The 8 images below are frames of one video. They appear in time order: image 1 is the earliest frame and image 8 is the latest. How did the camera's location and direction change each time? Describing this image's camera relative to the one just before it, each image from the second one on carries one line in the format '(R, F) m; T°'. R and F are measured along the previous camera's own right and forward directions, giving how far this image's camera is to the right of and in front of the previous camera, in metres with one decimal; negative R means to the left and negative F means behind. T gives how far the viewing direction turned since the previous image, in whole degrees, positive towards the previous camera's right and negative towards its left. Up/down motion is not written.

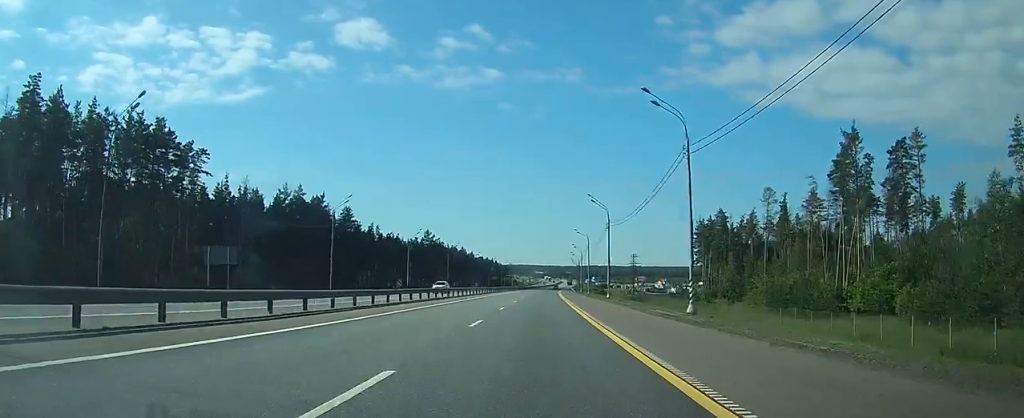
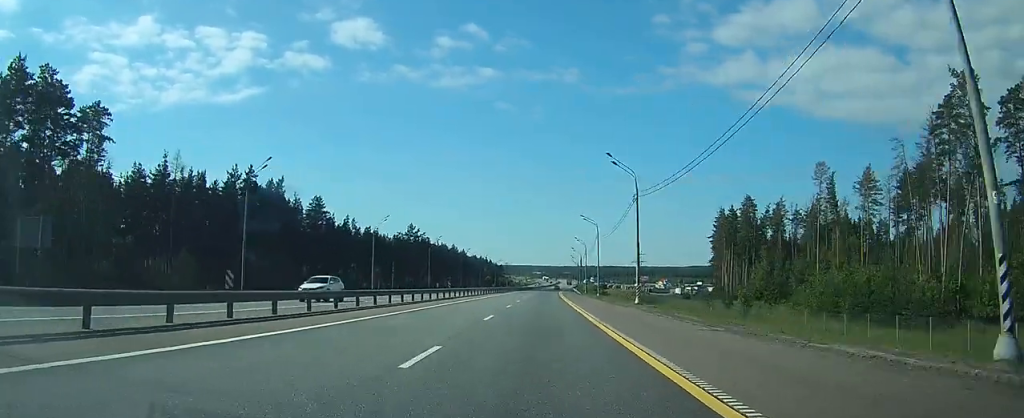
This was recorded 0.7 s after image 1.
(0.0, +20.8) m; 0°
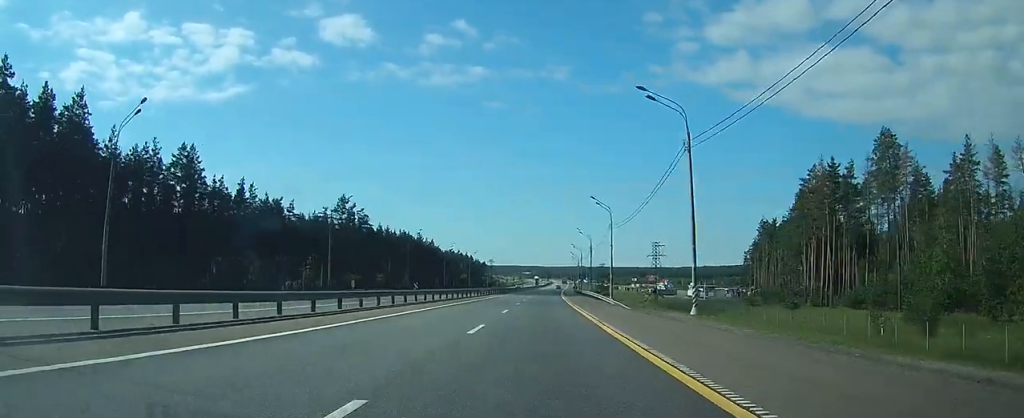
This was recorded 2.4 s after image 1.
(+0.6, +54.0) m; +1°
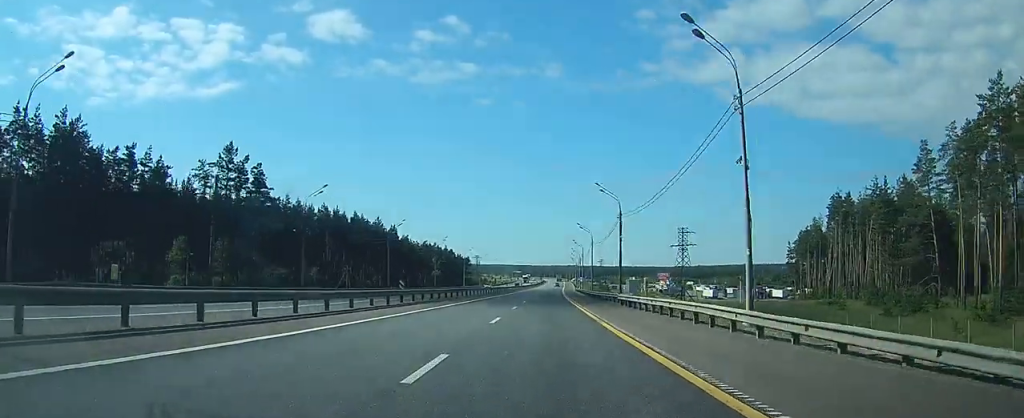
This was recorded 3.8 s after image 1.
(+0.2, +44.6) m; +1°
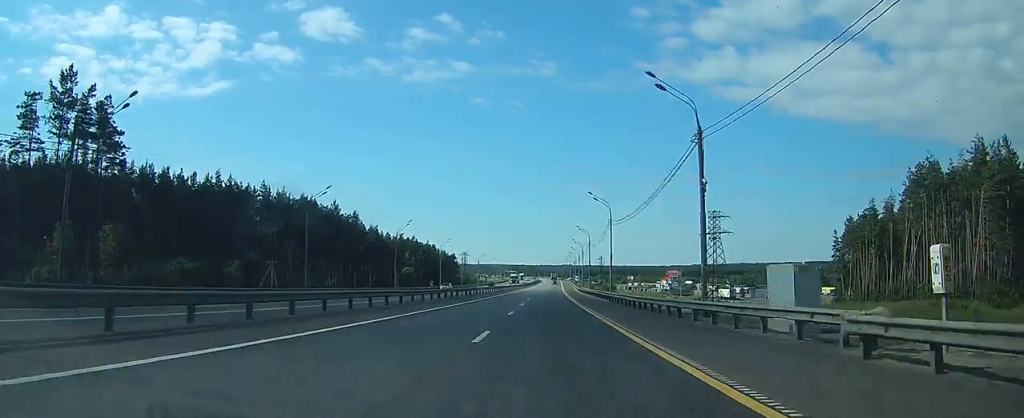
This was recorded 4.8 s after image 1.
(+0.2, +31.0) m; +1°
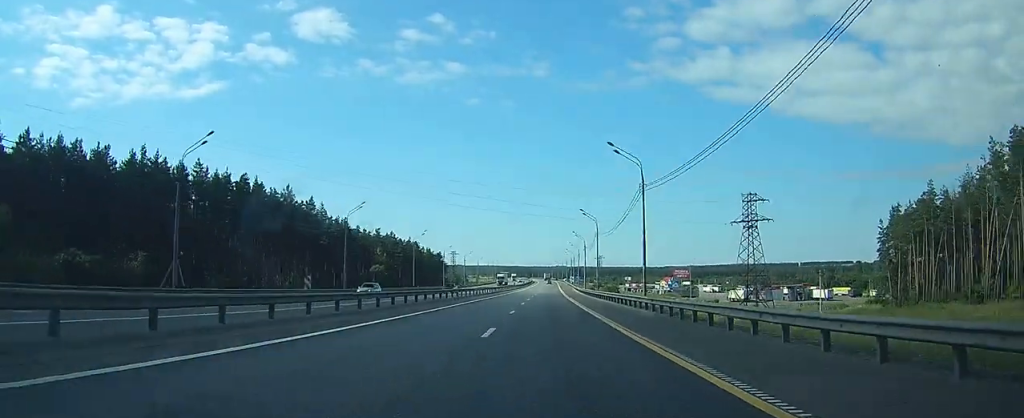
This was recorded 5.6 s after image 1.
(0.0, +22.7) m; 0°
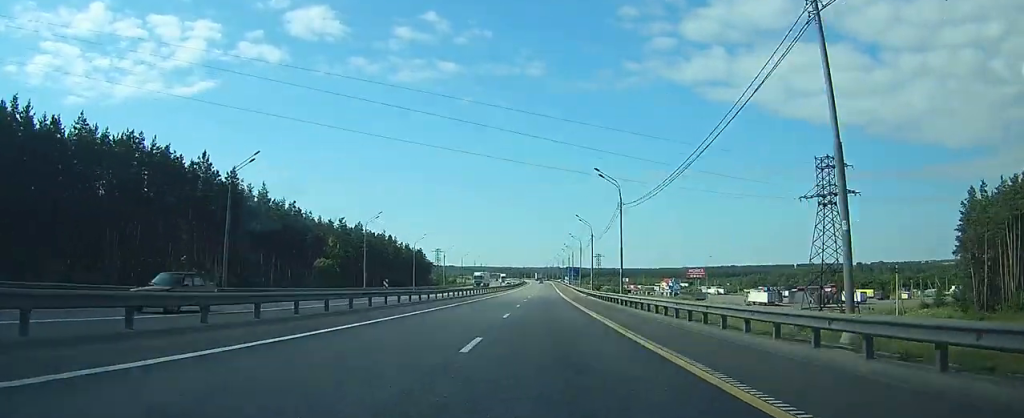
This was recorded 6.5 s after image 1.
(+0.2, +27.8) m; +1°
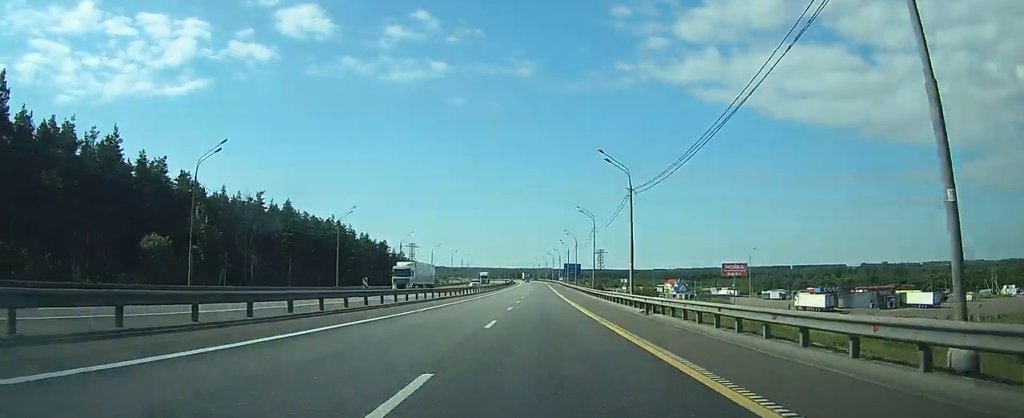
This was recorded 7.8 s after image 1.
(+0.4, +42.1) m; +1°
